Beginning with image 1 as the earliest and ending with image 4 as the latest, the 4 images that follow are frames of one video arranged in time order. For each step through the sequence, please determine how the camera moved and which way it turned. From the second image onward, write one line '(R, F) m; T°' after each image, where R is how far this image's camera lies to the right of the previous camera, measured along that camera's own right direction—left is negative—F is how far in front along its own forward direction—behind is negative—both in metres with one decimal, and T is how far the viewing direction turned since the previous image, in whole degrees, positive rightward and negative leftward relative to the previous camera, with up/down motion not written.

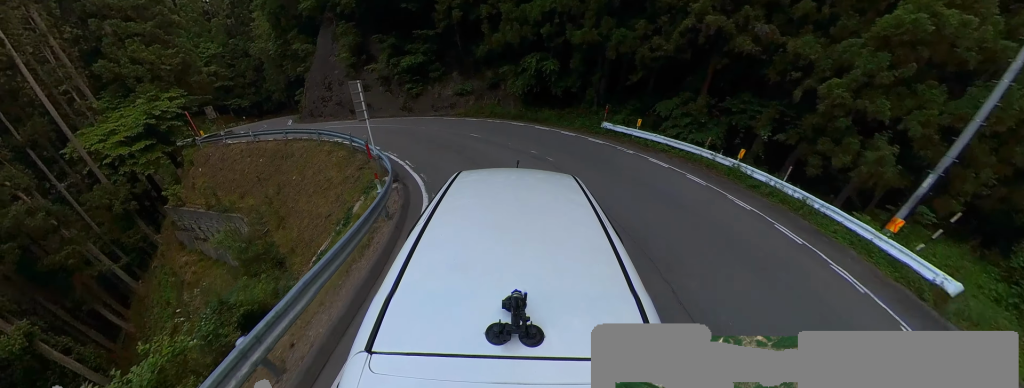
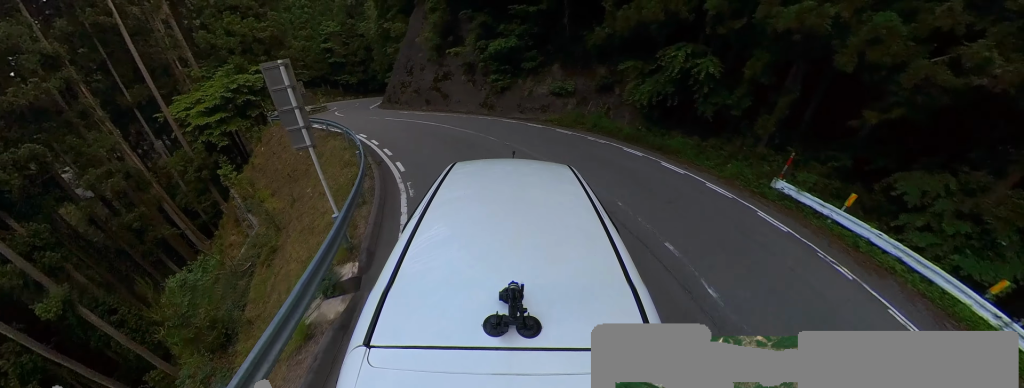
(-2.4, +6.7) m; -24°
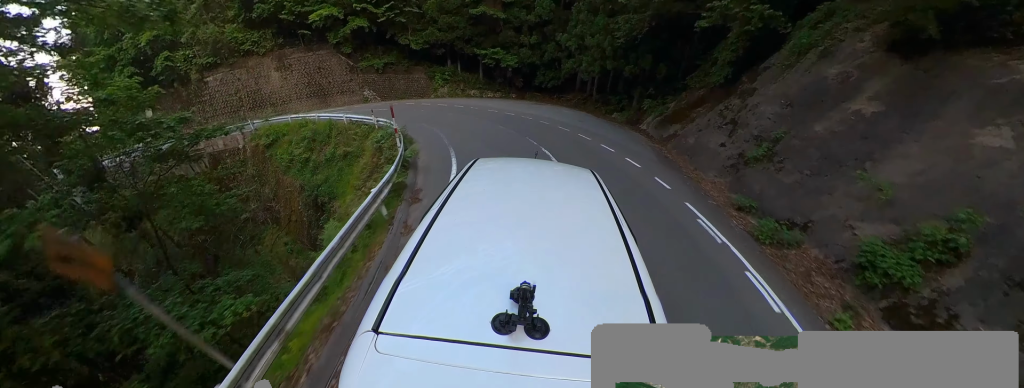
(-10.6, +38.4) m; -11°
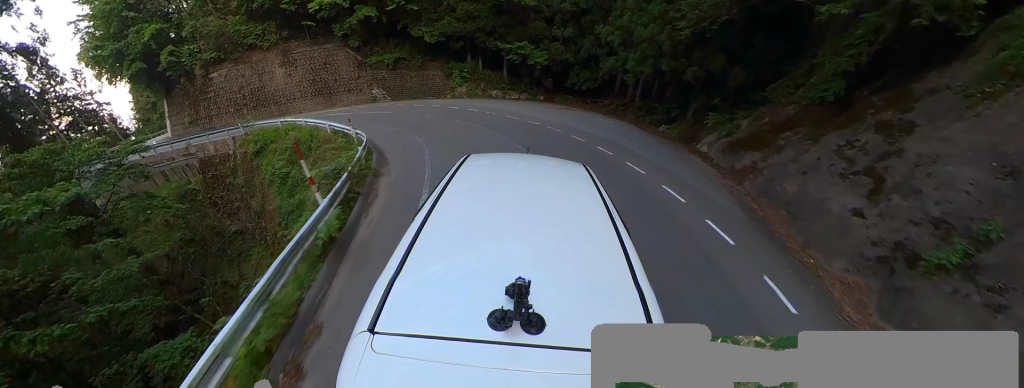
(-0.5, +4.1) m; -6°
